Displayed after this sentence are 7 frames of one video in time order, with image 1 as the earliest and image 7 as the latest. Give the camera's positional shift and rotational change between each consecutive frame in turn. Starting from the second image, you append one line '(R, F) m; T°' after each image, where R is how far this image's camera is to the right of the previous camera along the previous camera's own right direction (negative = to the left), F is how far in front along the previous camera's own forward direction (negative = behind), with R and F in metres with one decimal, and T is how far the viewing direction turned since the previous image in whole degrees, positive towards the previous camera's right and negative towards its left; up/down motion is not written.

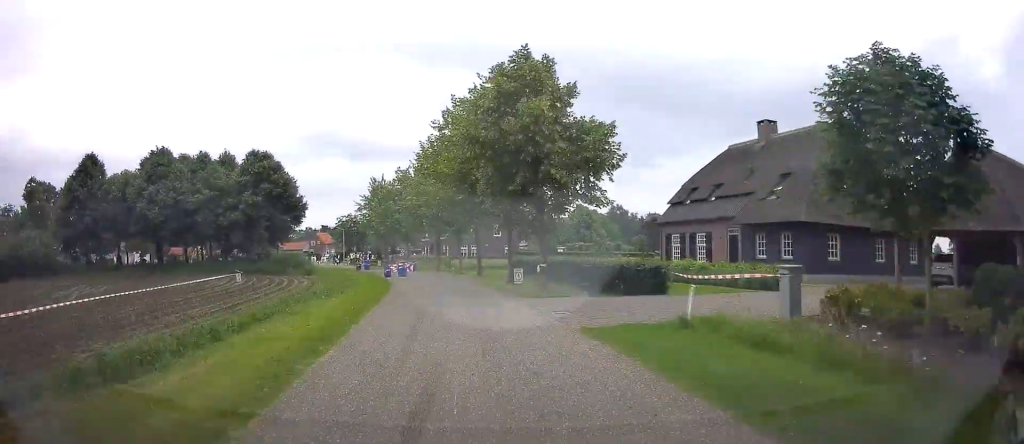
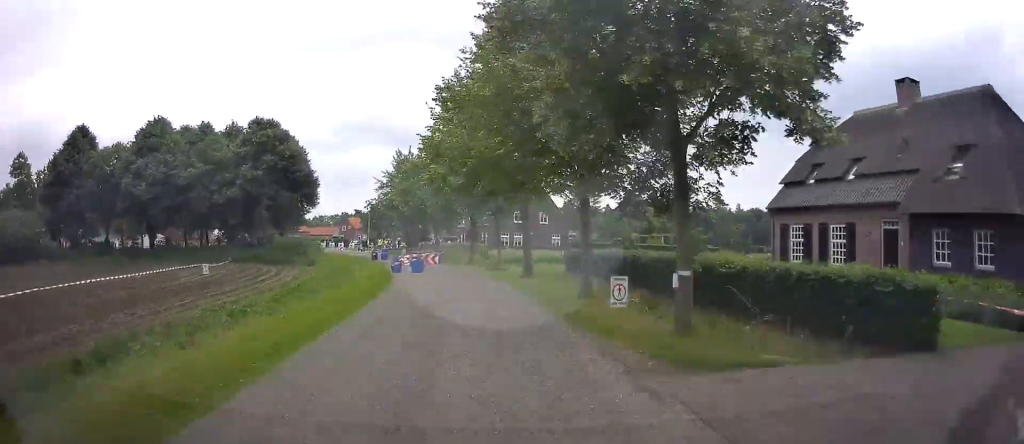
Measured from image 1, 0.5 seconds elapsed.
(-0.8, +10.8) m; -5°
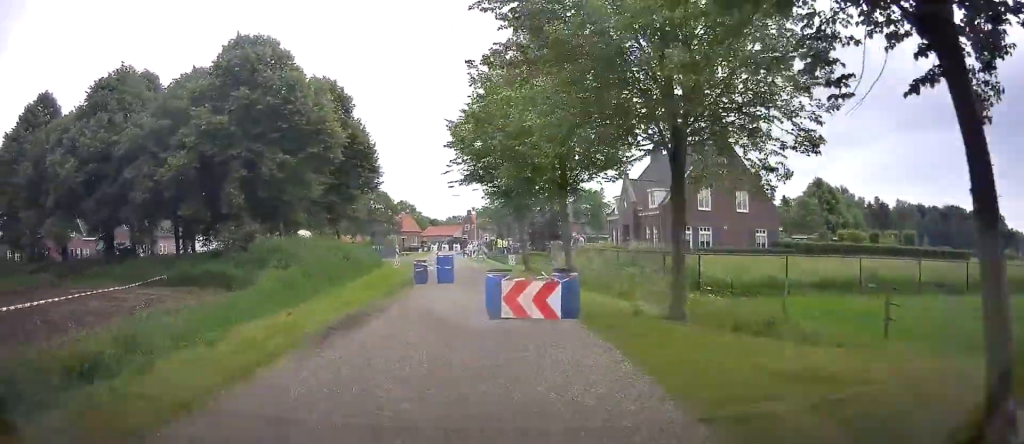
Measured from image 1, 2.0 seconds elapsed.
(-3.5, +31.6) m; -13°
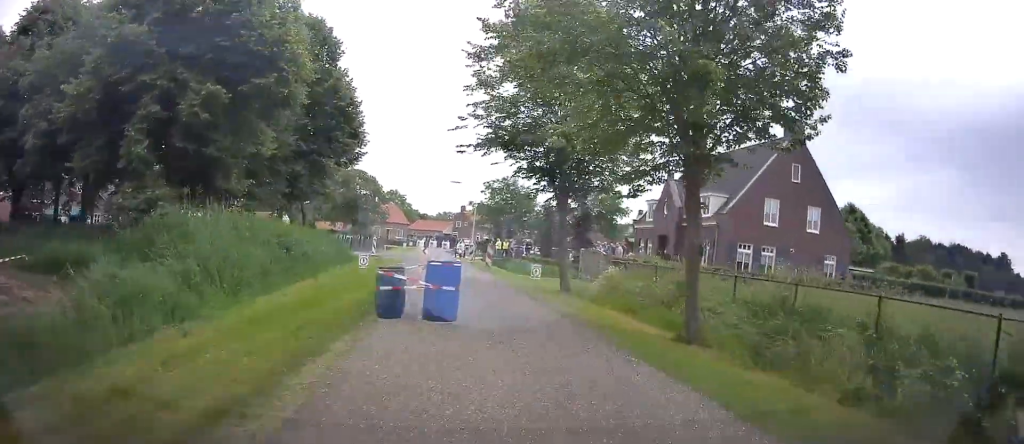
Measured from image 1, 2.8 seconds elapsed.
(-1.0, +12.9) m; -5°
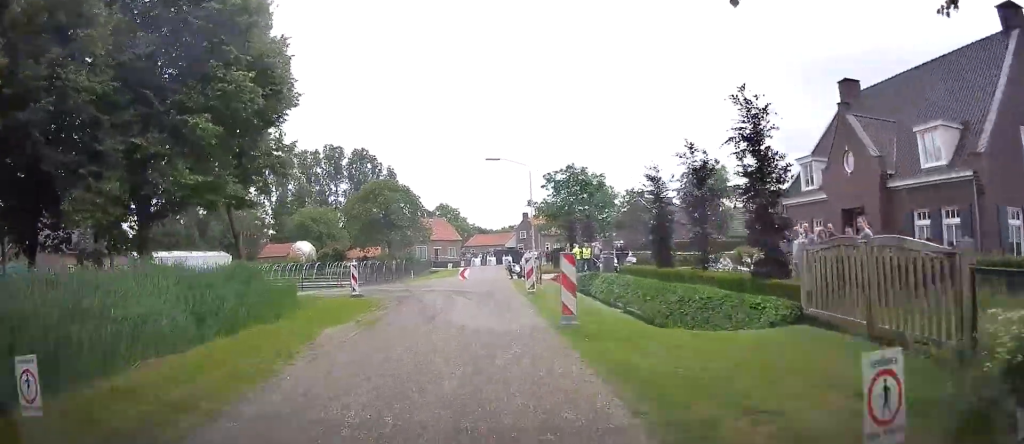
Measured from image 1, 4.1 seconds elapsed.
(-0.3, +18.2) m; -2°
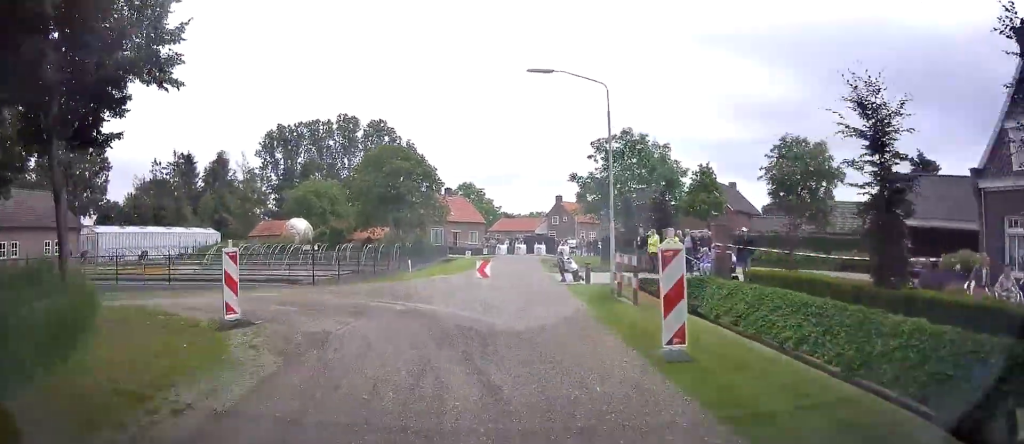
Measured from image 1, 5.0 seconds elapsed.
(-0.2, +12.6) m; -4°
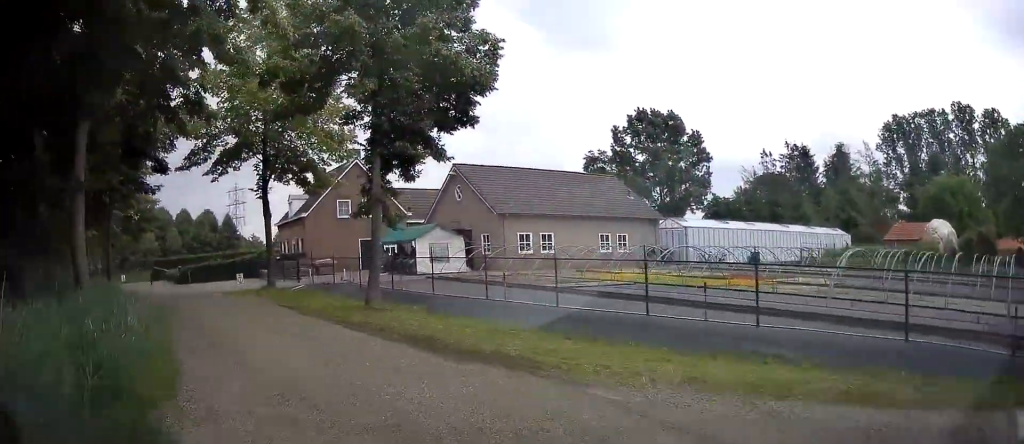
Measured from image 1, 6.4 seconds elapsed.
(-3.5, +17.1) m; -54°
